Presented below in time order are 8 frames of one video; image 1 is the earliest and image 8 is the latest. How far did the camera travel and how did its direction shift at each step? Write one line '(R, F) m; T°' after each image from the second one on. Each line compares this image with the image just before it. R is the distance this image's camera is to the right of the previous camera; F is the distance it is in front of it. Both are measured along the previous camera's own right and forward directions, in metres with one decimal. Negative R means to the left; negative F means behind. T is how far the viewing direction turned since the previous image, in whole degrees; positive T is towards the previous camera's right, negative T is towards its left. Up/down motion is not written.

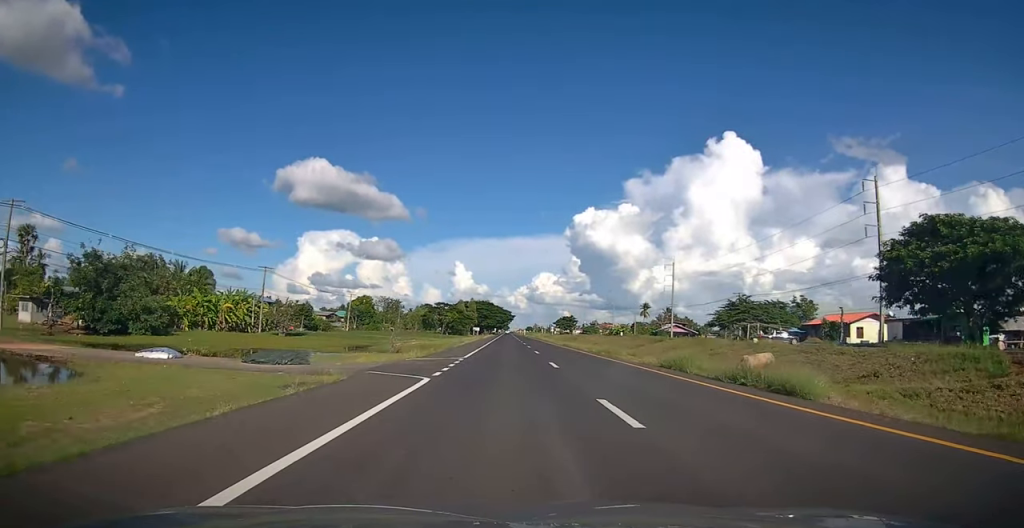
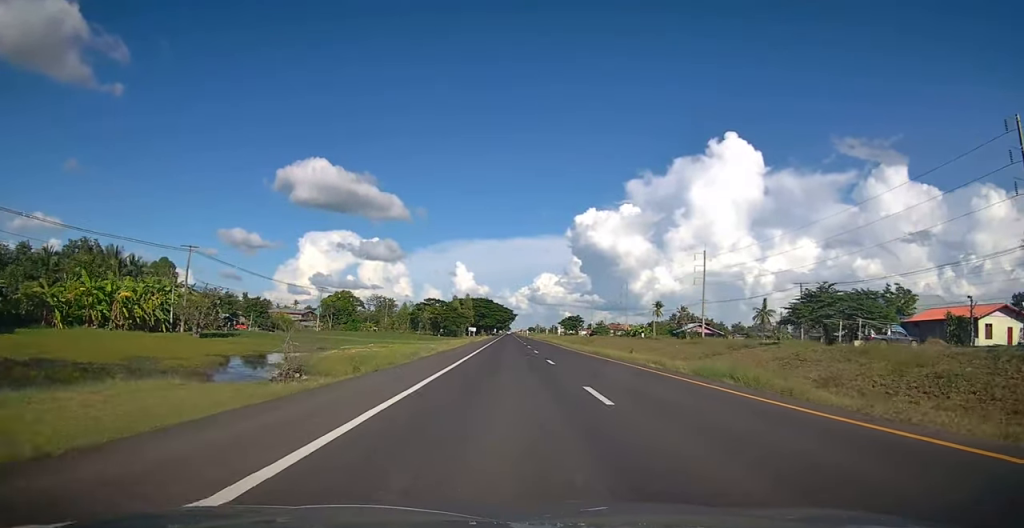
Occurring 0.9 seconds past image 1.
(-0.2, +21.4) m; -1°
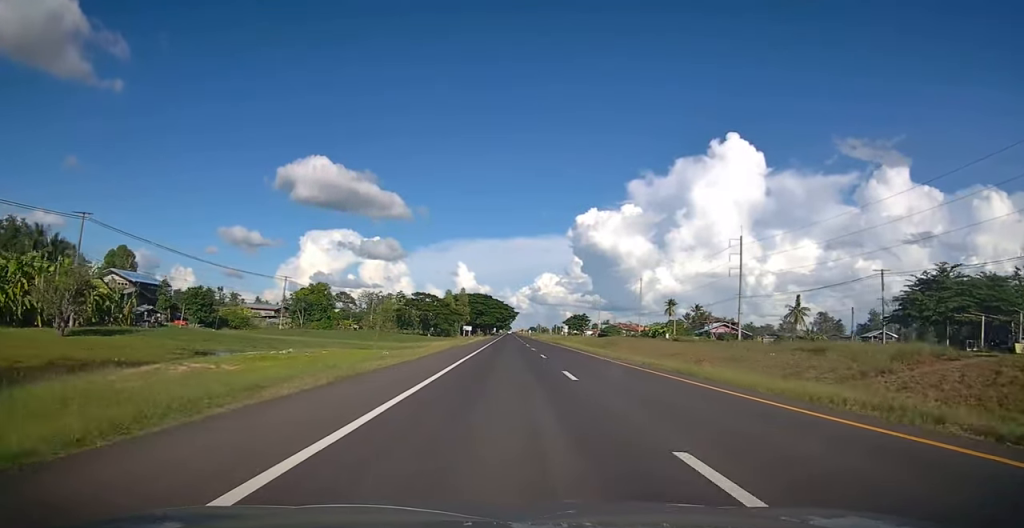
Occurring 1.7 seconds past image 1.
(-0.1, +18.4) m; 0°
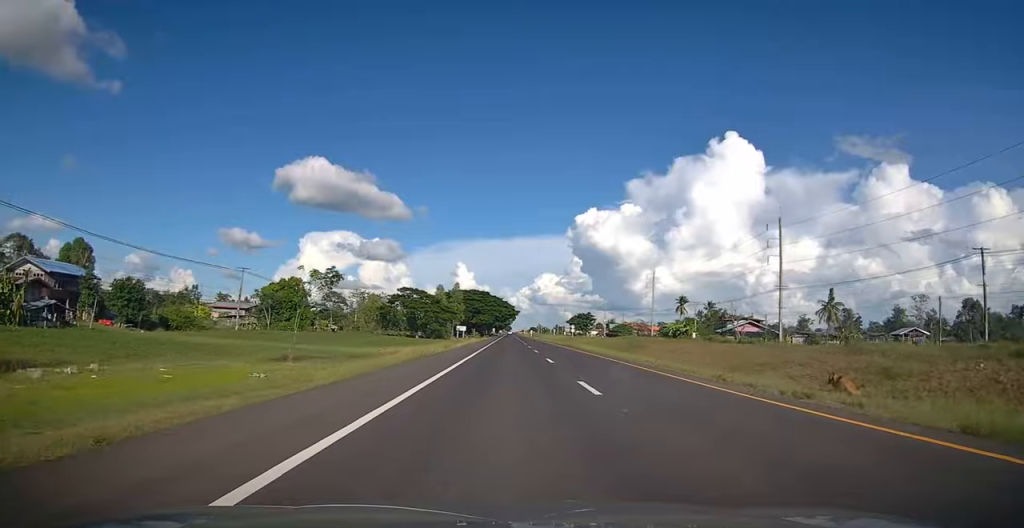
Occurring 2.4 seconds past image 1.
(+0.1, +15.3) m; +1°
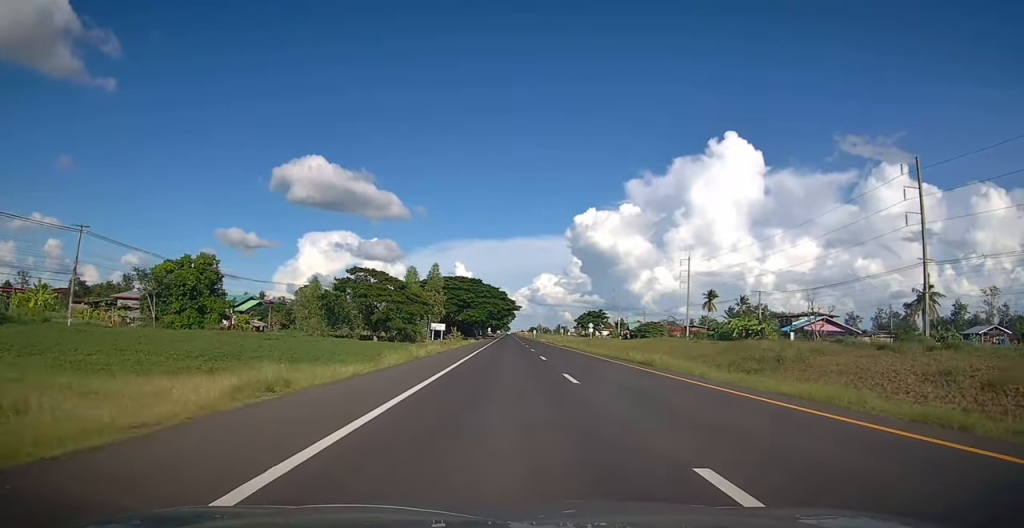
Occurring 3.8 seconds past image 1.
(+0.1, +32.6) m; 0°
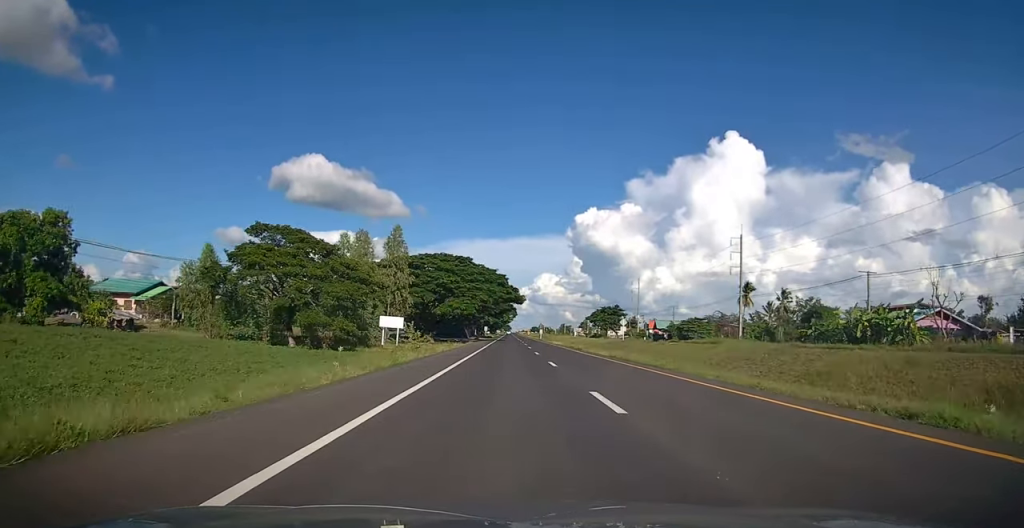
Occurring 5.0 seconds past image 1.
(0.0, +29.2) m; 0°
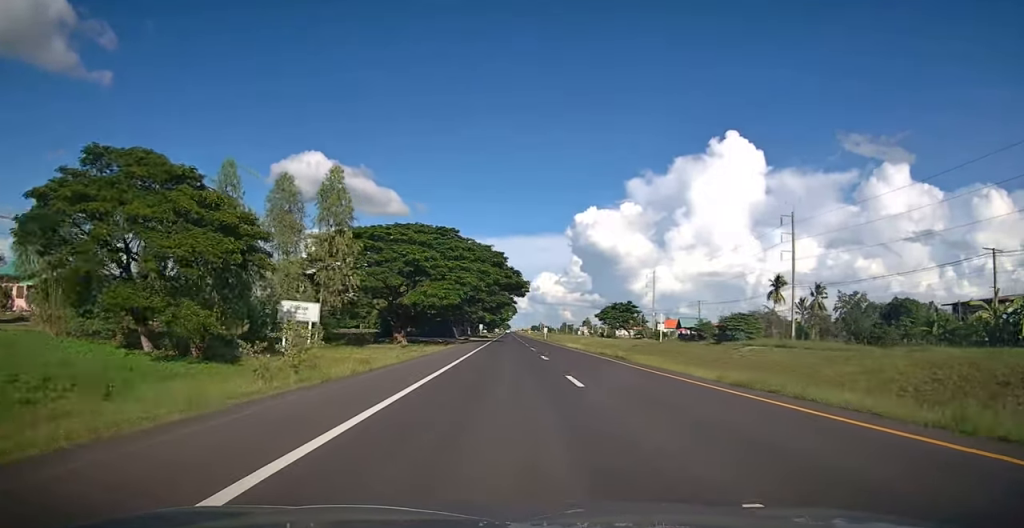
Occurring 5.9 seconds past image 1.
(0.0, +19.5) m; 0°
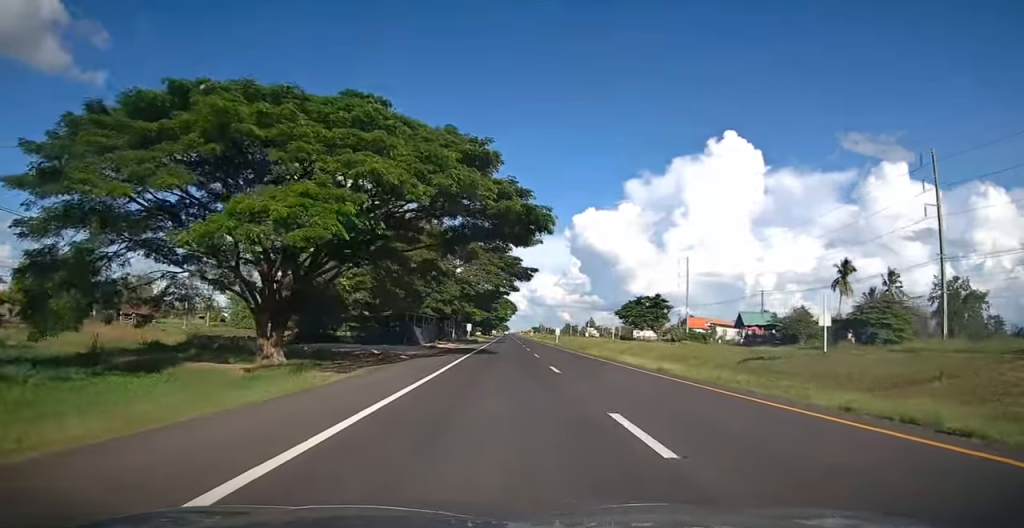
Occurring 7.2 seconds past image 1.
(-0.1, +31.2) m; 0°
